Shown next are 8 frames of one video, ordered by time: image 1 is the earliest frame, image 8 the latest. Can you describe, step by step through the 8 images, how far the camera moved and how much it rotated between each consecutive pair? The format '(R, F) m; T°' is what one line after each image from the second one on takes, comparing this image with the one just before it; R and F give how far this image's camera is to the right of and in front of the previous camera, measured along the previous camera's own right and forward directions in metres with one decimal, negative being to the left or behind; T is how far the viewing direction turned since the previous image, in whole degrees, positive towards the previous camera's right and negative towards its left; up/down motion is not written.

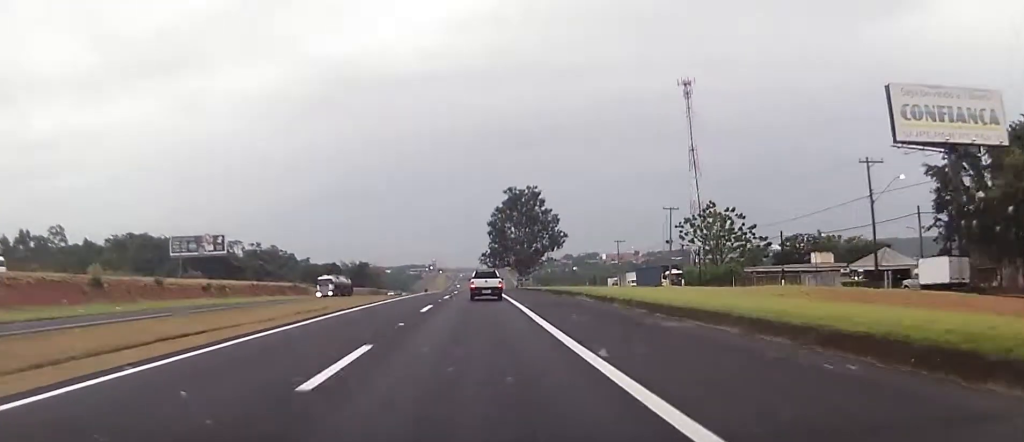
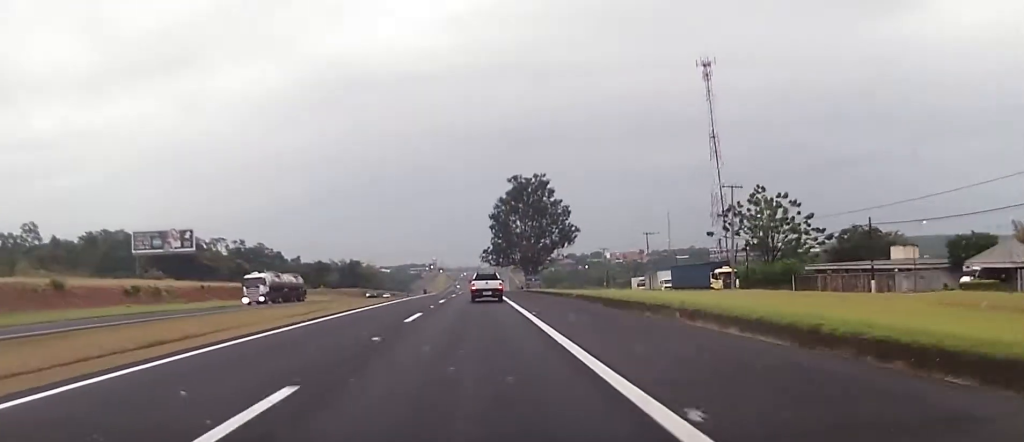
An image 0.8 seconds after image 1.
(-0.2, +23.1) m; 0°
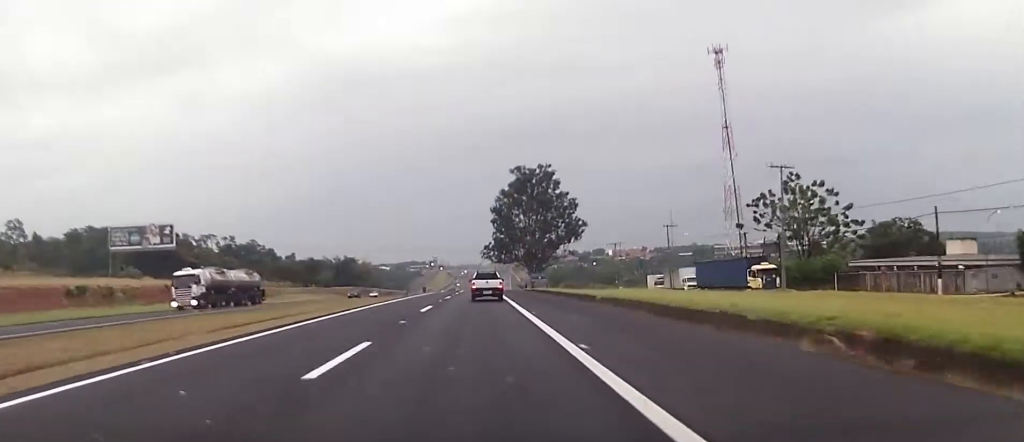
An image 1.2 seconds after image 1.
(0.0, +12.5) m; 0°
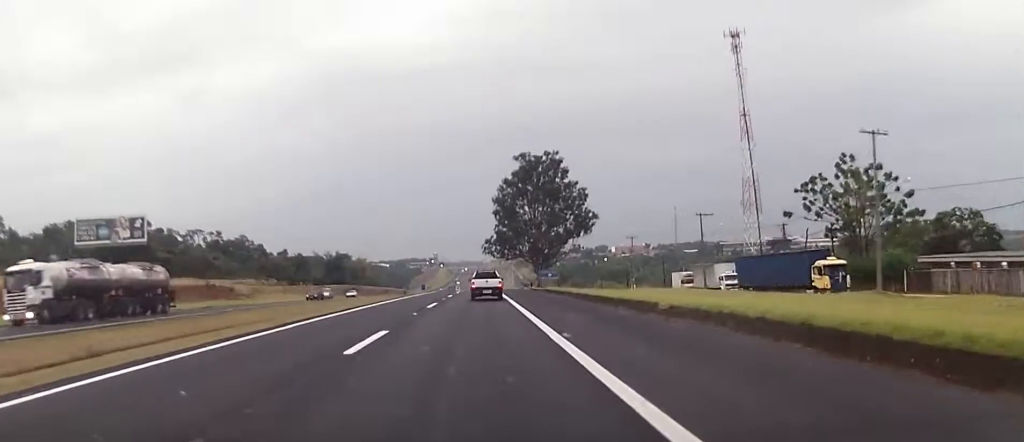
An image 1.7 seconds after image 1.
(0.0, +16.3) m; 0°
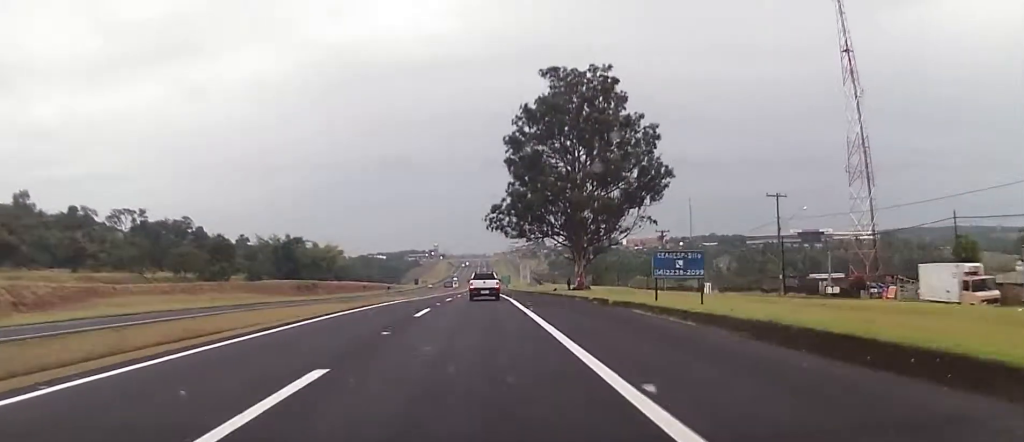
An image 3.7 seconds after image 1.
(+0.2, +66.3) m; 0°
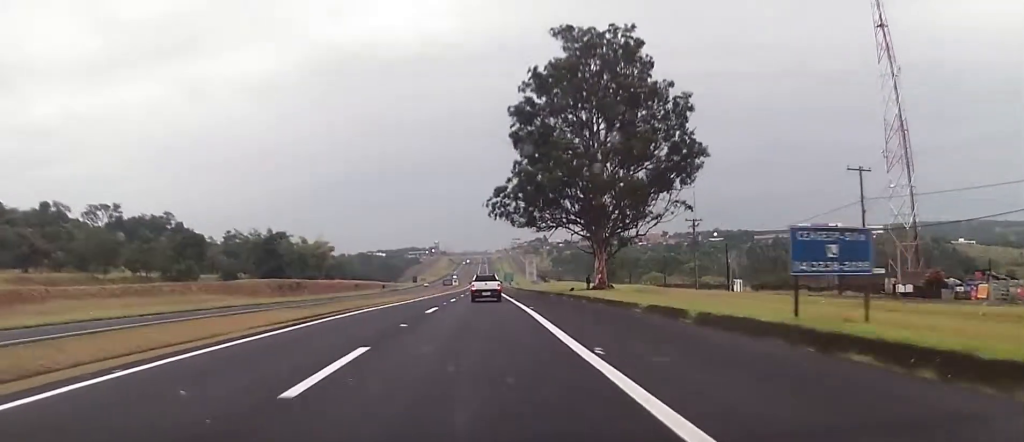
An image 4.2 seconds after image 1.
(-0.2, +15.3) m; 0°
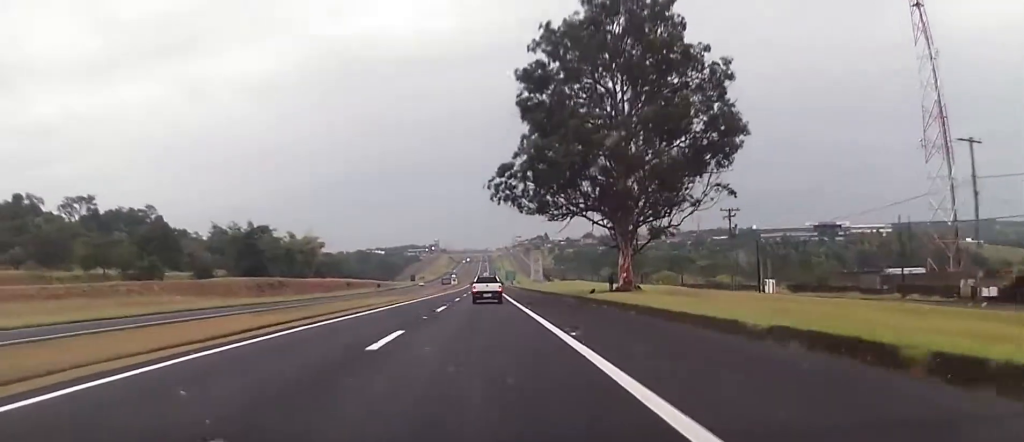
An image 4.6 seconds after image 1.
(-0.1, +13.1) m; 0°
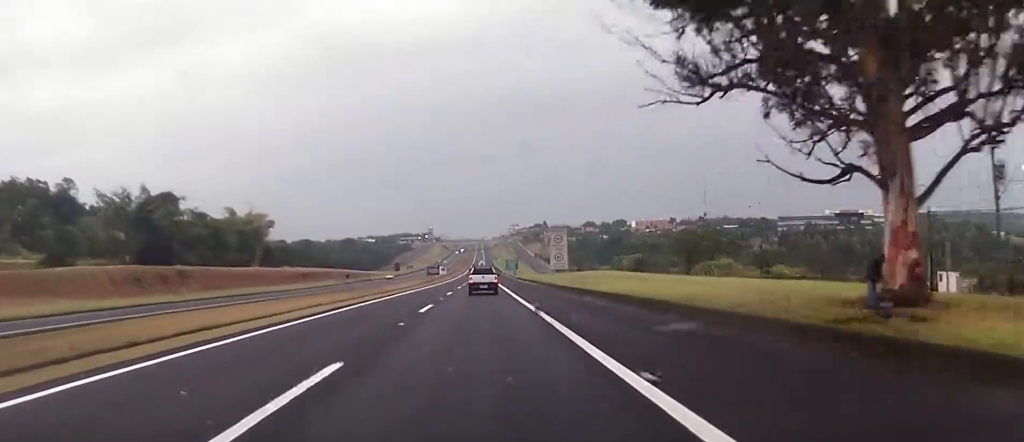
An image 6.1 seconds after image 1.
(+0.2, +42.4) m; 0°
